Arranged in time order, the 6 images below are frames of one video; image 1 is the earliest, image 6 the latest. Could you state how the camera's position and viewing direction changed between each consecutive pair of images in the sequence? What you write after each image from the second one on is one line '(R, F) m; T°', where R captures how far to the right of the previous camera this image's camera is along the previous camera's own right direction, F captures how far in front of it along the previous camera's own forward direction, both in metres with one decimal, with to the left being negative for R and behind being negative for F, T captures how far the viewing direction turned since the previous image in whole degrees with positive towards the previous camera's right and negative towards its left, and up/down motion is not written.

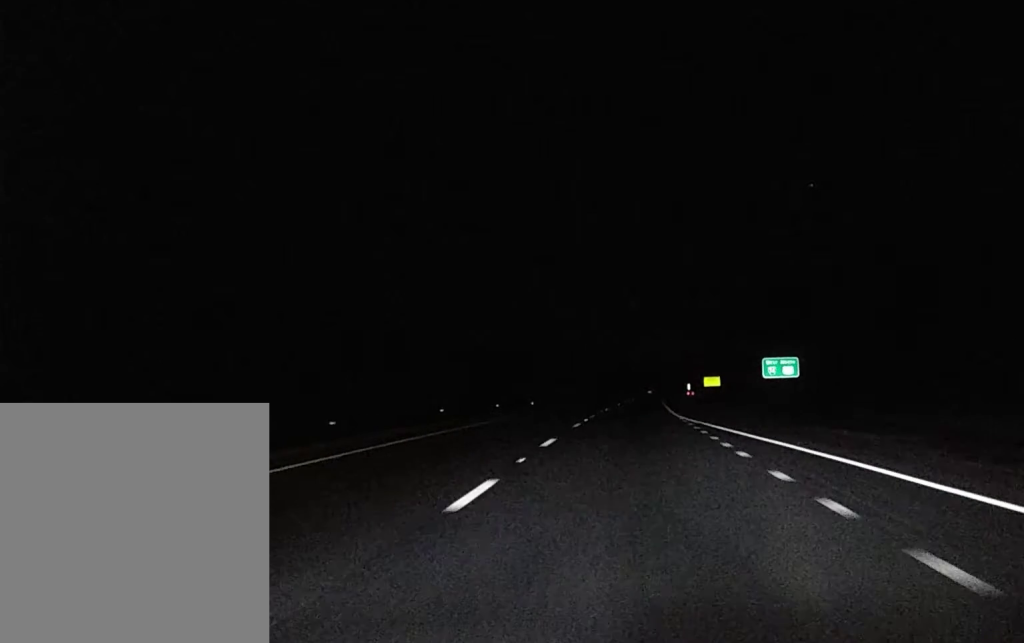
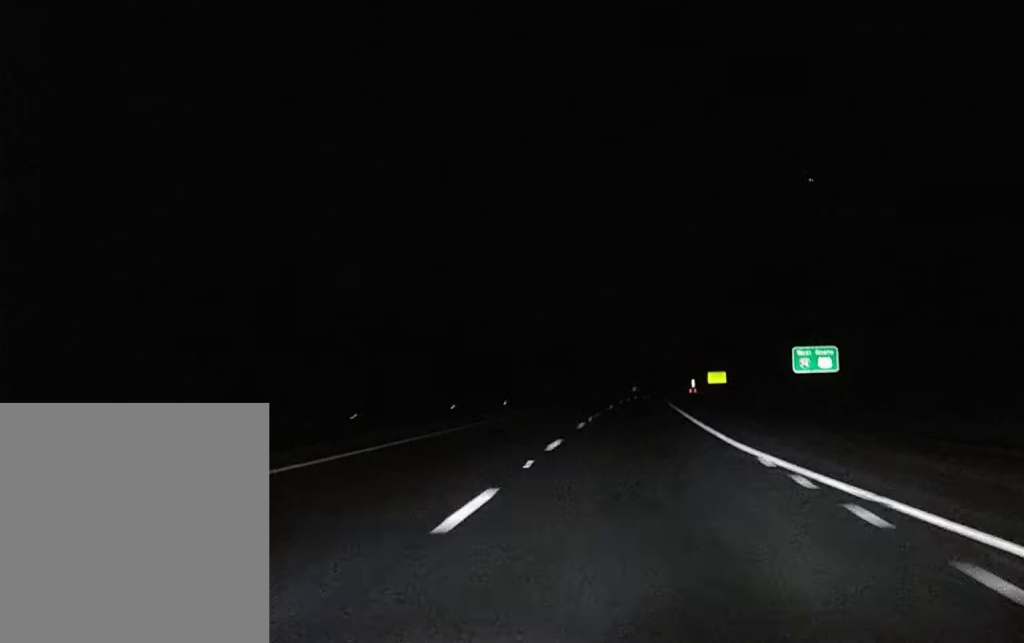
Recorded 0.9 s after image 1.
(+0.1, +30.7) m; +1°
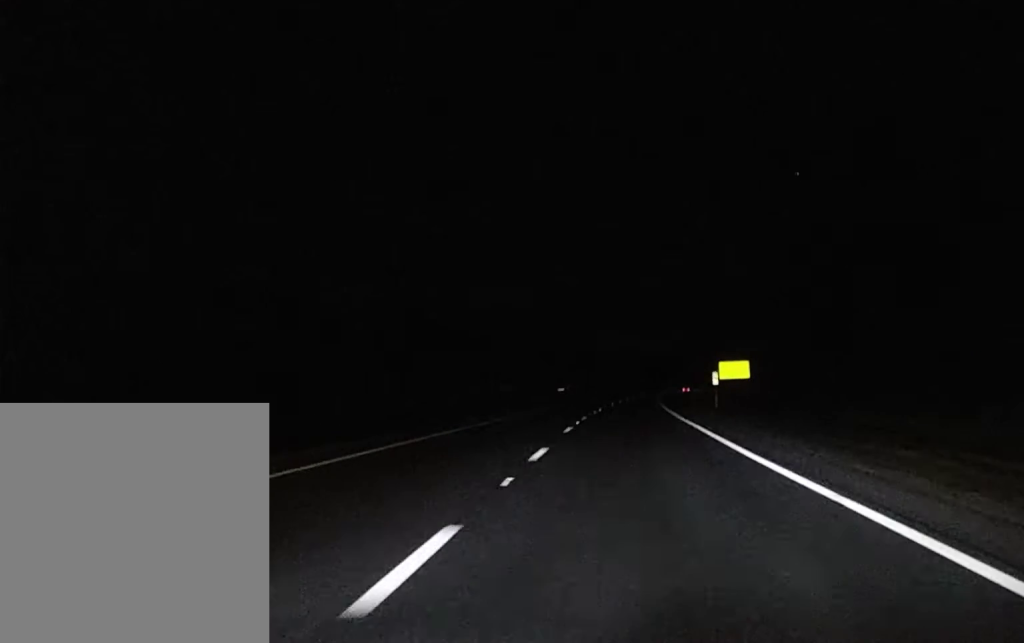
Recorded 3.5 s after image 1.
(+1.6, +77.9) m; +2°
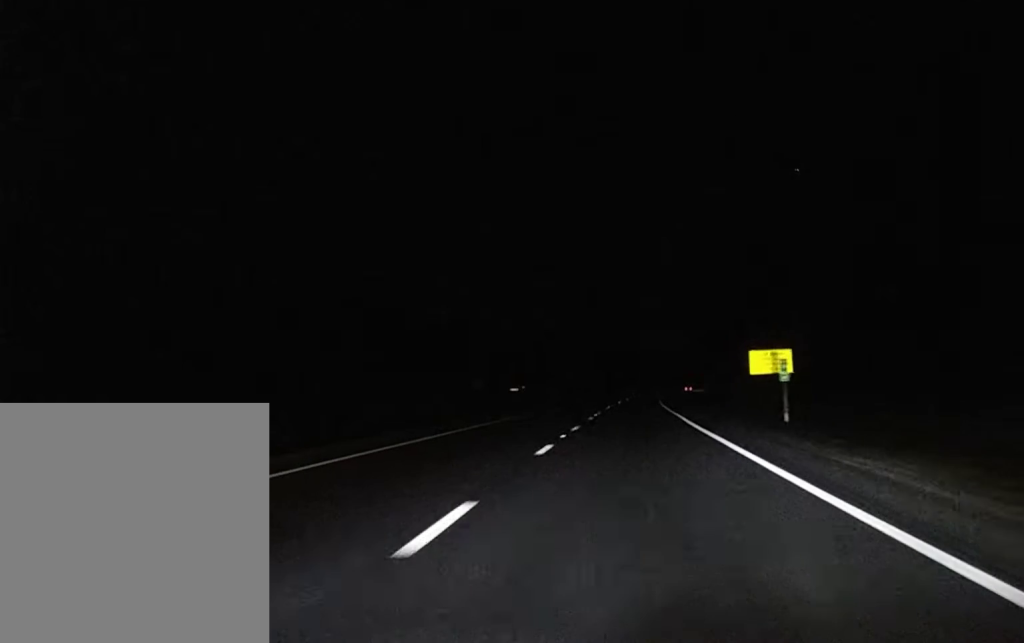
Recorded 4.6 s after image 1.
(+0.2, +34.9) m; 0°
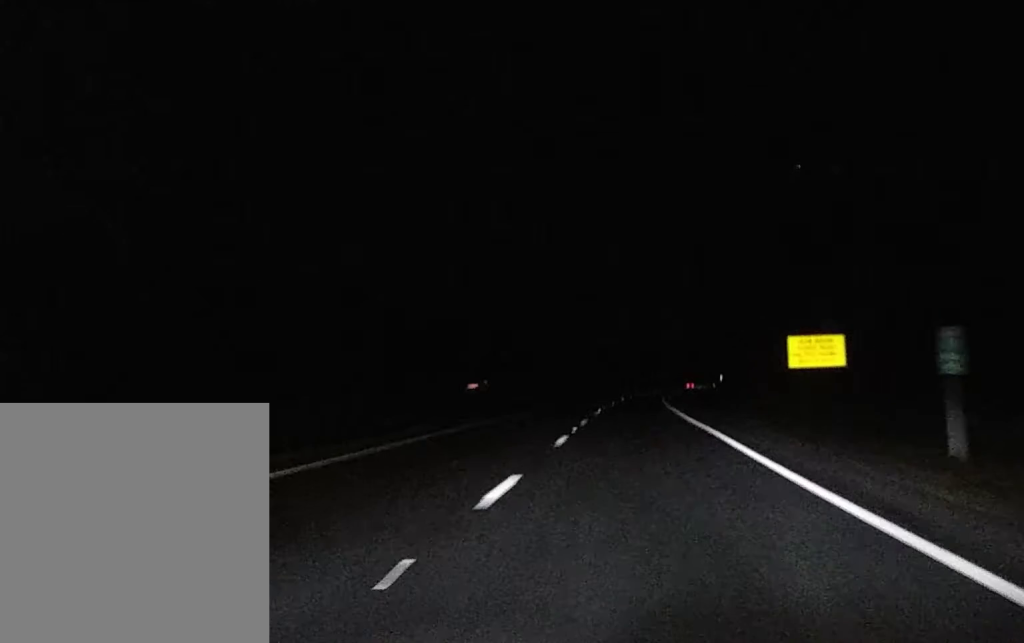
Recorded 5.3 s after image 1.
(0.0, +20.7) m; +1°
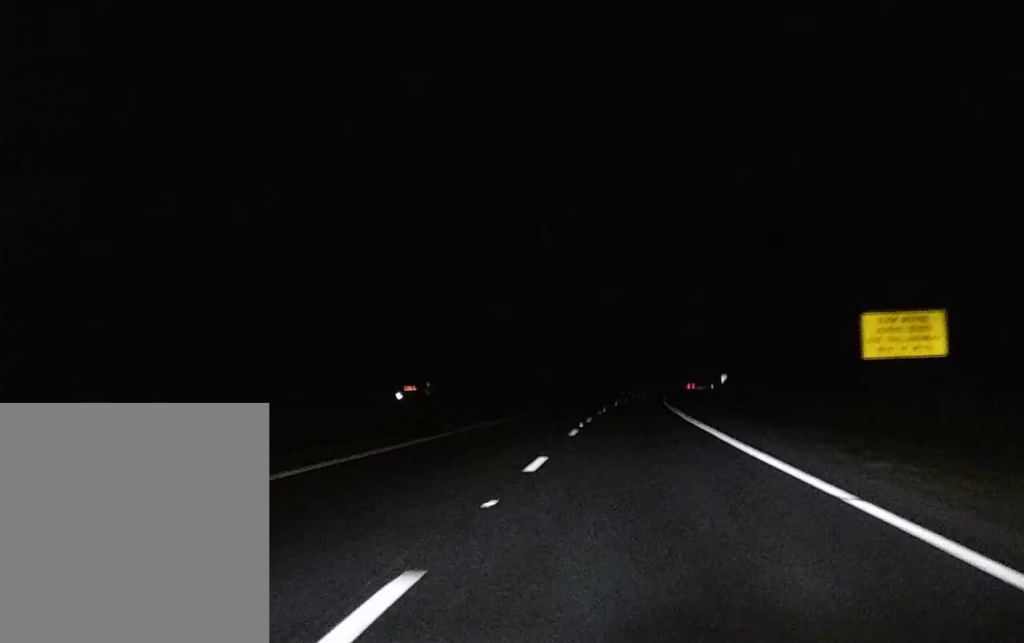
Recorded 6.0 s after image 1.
(+0.1, +20.6) m; +1°
